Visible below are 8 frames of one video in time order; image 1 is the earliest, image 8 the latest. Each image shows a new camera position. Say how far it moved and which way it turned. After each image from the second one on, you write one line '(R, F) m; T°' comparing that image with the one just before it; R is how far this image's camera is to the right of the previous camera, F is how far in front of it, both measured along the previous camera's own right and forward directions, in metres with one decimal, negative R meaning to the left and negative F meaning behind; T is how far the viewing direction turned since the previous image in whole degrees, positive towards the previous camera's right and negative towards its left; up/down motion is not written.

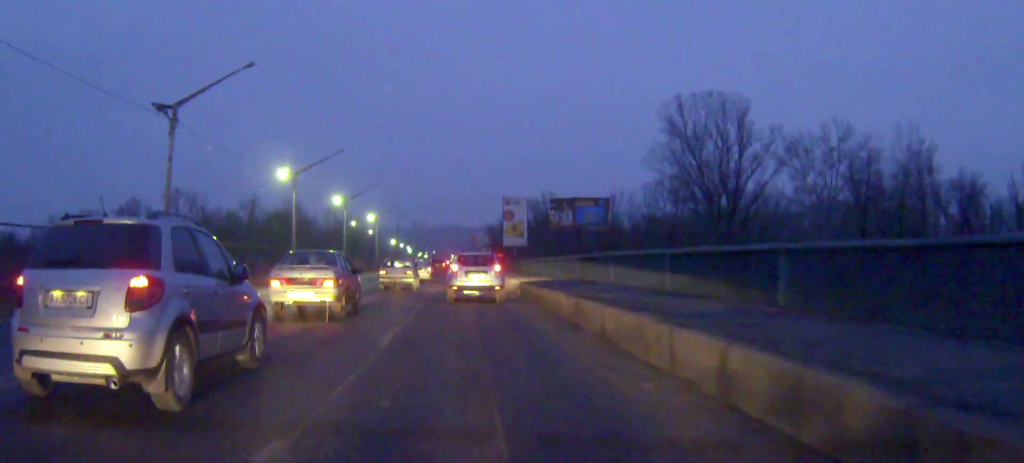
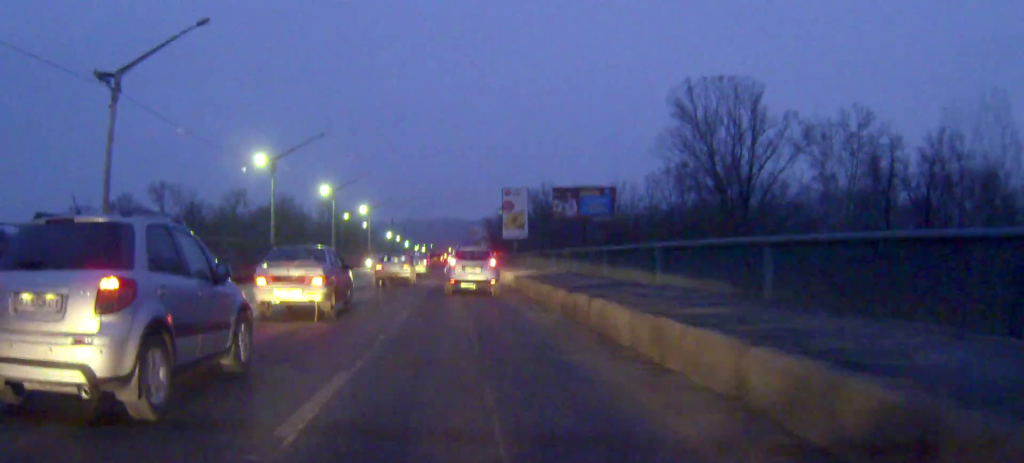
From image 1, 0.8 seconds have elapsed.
(-0.1, +6.0) m; 0°
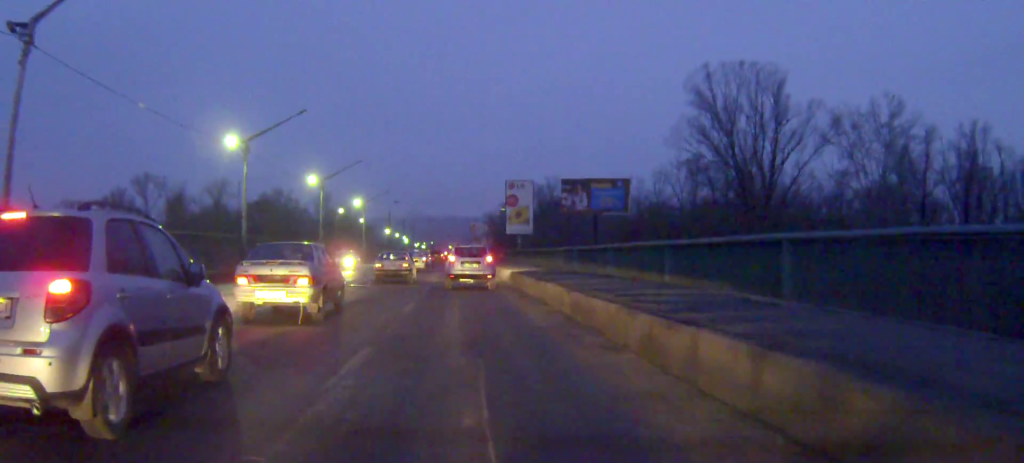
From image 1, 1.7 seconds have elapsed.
(+0.1, +7.1) m; 0°
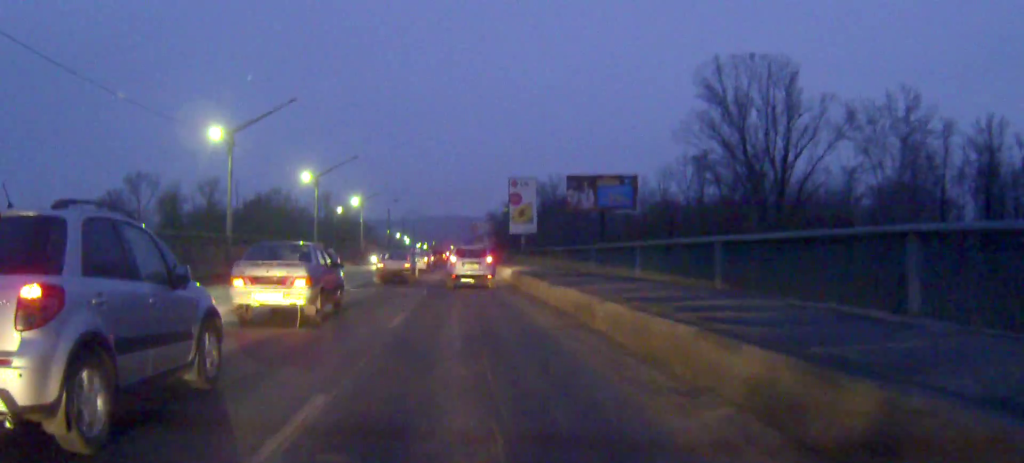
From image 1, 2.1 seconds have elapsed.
(0.0, +3.4) m; 0°
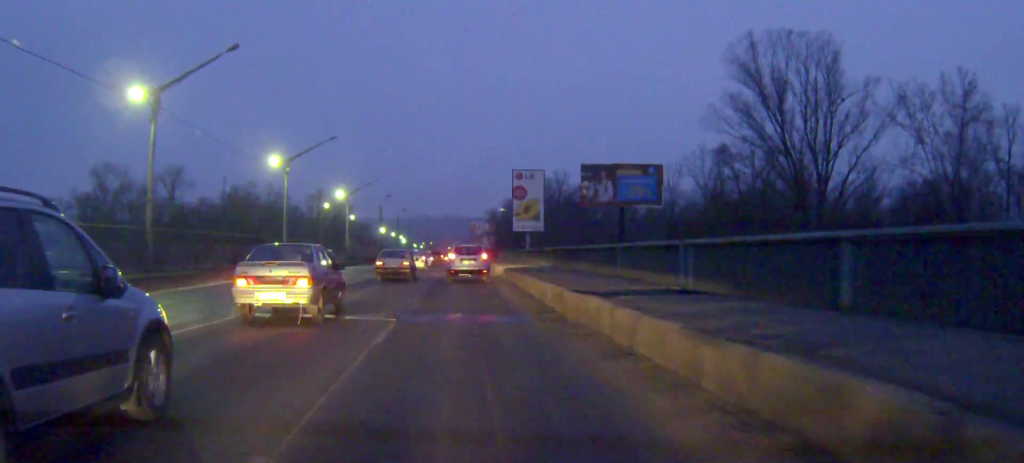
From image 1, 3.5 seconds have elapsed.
(-0.1, +11.3) m; 0°
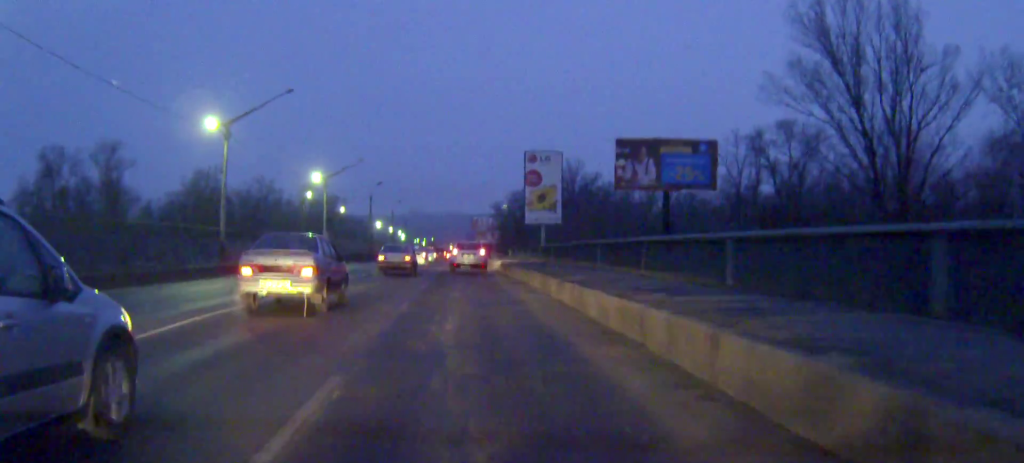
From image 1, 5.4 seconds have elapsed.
(+0.1, +15.7) m; 0°
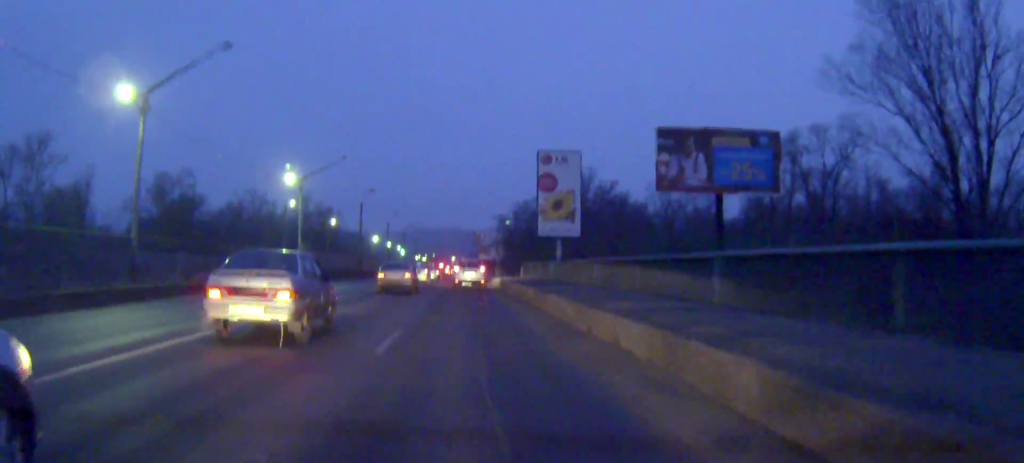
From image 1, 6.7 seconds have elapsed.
(+0.1, +11.5) m; 0°
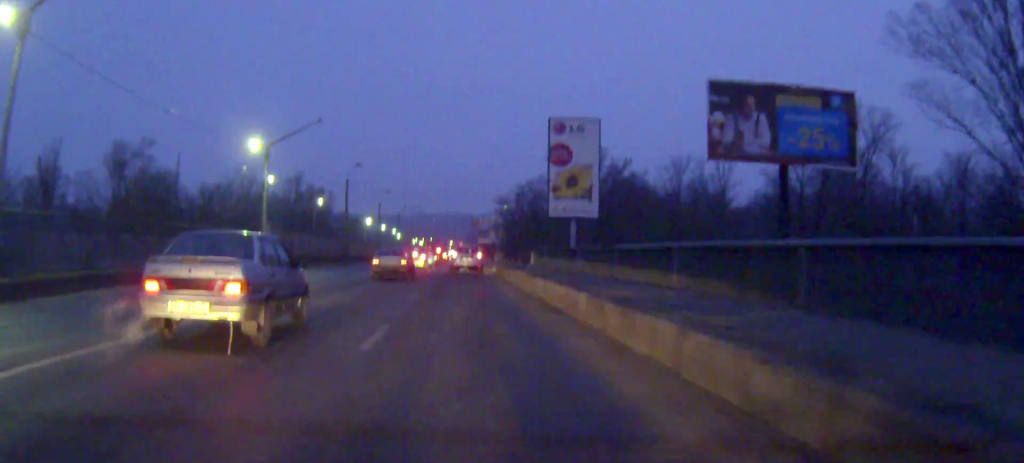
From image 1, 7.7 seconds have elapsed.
(-0.1, +9.9) m; -1°
